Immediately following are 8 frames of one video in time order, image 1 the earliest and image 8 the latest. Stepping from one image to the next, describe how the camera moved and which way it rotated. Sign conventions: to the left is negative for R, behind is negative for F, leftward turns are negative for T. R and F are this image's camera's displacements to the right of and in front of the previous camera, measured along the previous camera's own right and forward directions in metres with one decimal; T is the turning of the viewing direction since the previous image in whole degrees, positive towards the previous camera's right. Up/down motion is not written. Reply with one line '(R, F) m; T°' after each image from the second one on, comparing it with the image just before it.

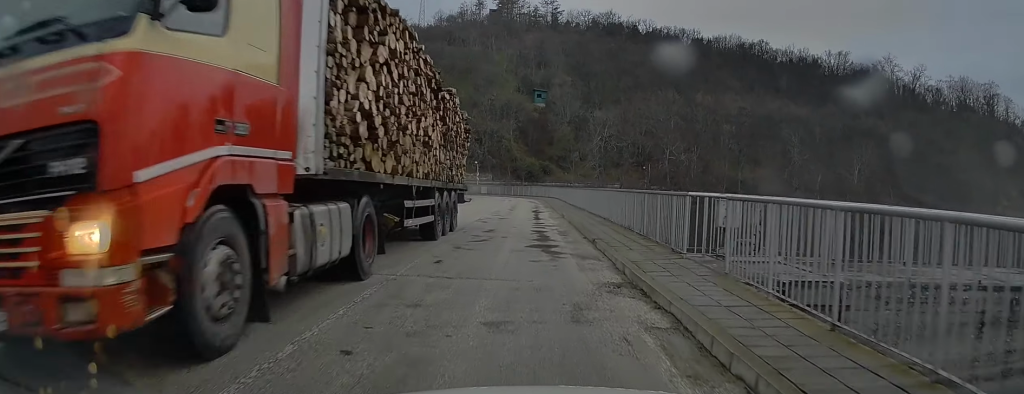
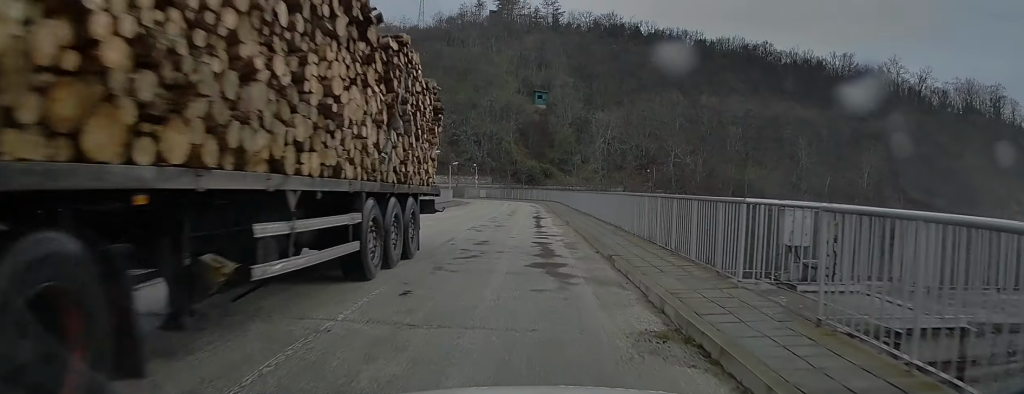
(0.0, +2.2) m; -2°
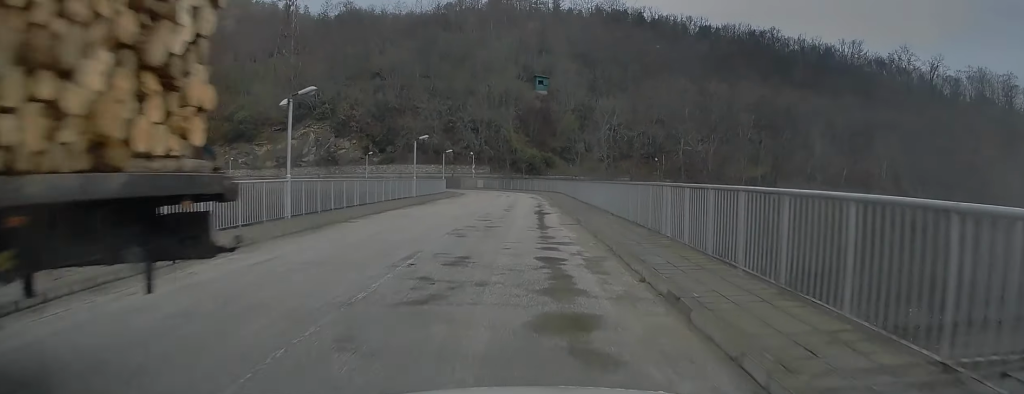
(-0.1, +4.4) m; +1°
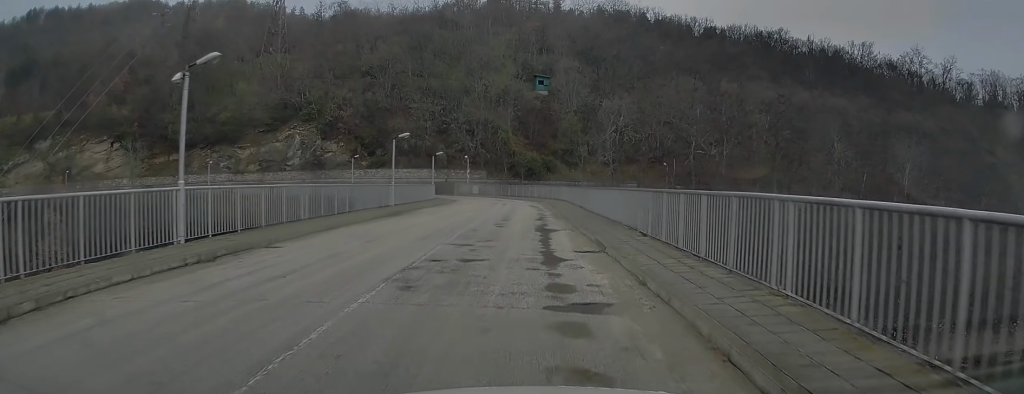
(+0.2, +5.5) m; 0°
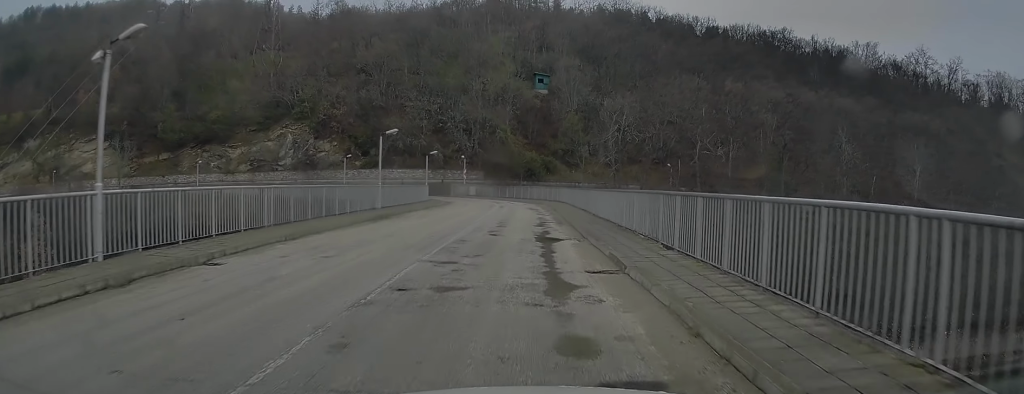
(+0.1, +2.6) m; 0°
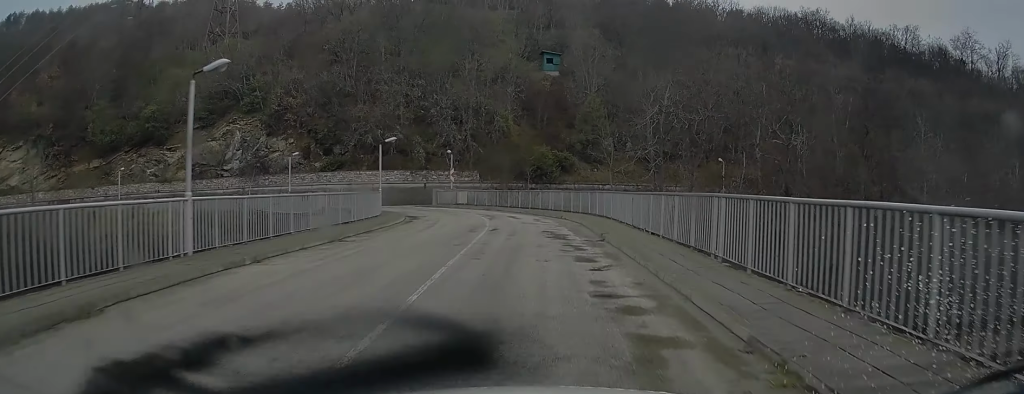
(+0.3, +17.2) m; 0°
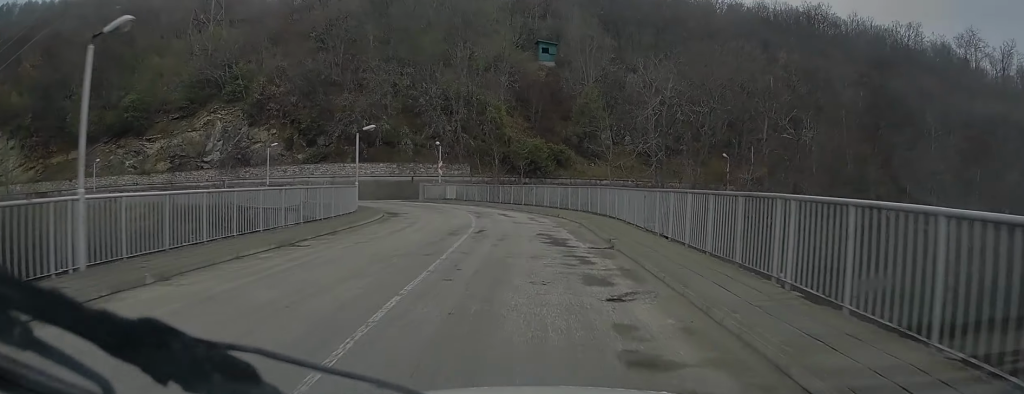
(-0.1, +3.0) m; -1°
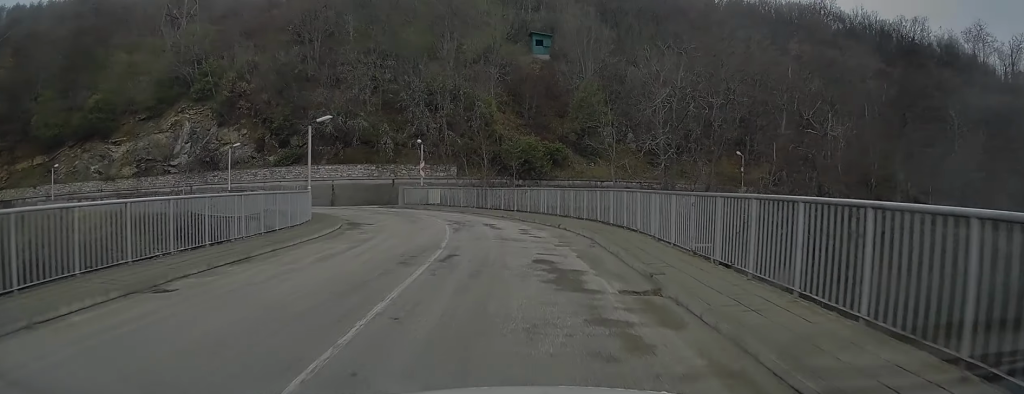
(-0.4, +5.2) m; -1°
